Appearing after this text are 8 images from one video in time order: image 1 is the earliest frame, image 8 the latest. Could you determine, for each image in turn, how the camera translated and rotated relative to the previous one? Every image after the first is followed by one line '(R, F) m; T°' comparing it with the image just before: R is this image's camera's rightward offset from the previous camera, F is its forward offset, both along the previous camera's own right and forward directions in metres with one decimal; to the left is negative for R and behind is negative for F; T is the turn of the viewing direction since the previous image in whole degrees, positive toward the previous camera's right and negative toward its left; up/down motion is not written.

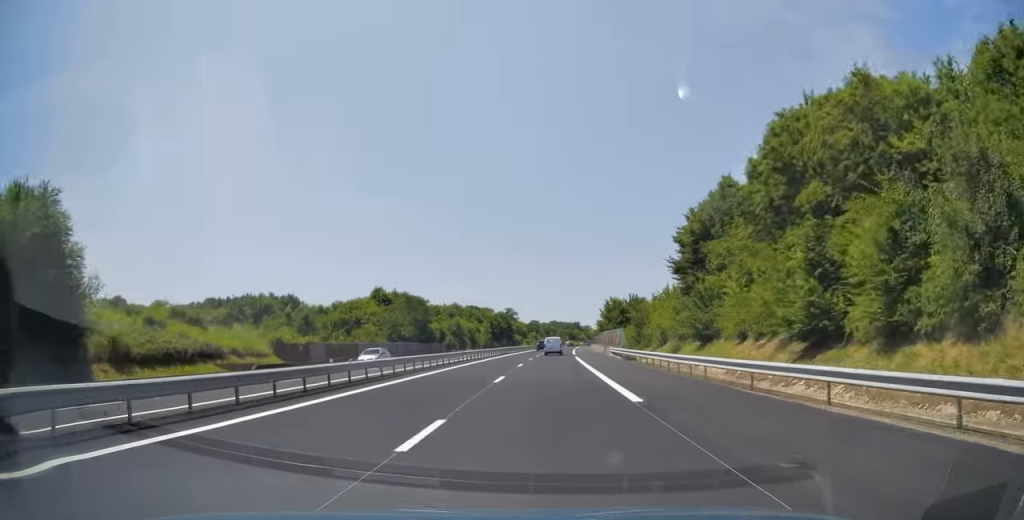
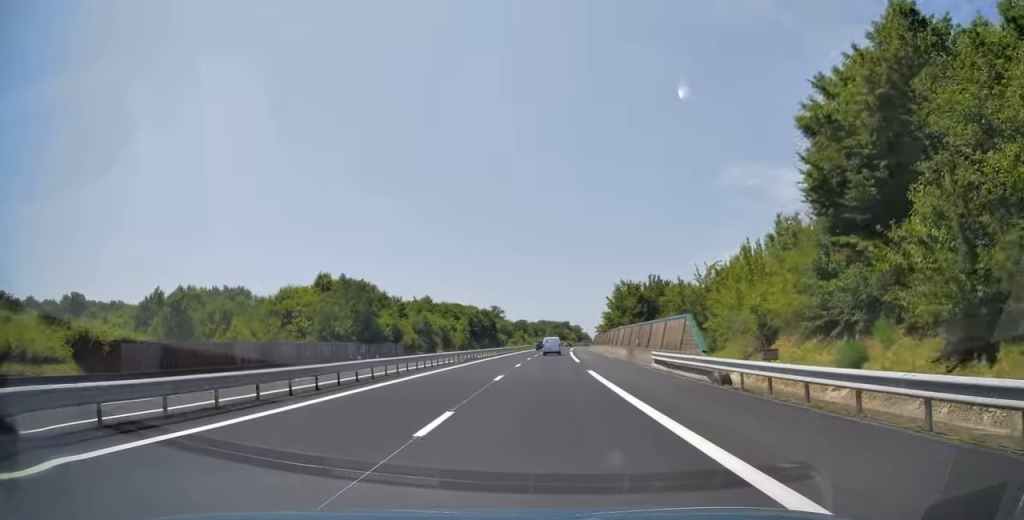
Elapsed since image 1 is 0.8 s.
(+0.1, +24.7) m; +1°
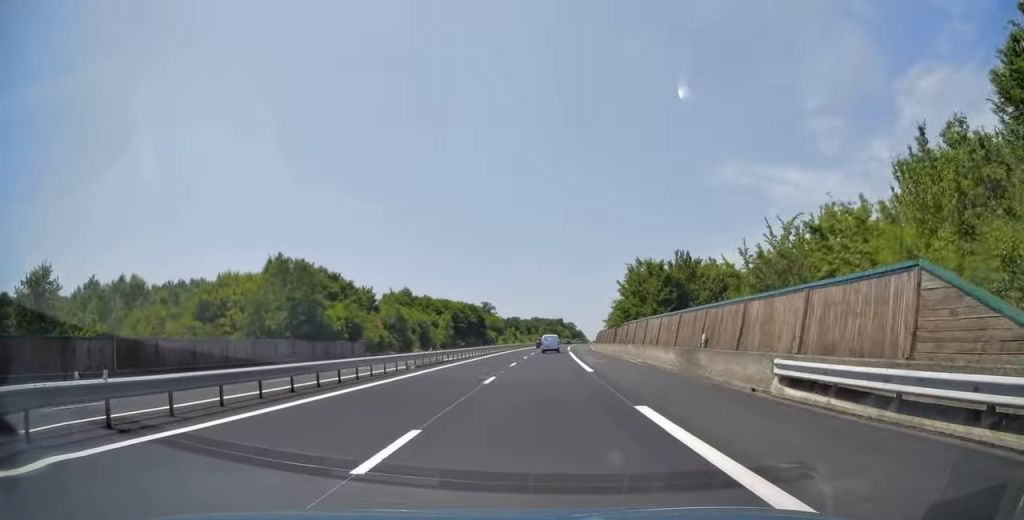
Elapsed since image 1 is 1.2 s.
(0.0, +15.6) m; +1°
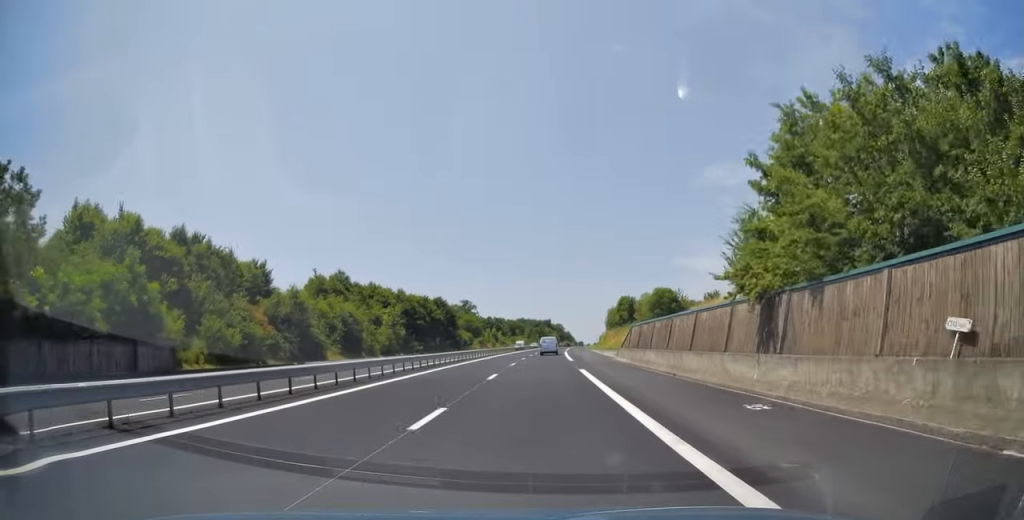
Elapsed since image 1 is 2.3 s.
(+0.8, +35.5) m; +1°
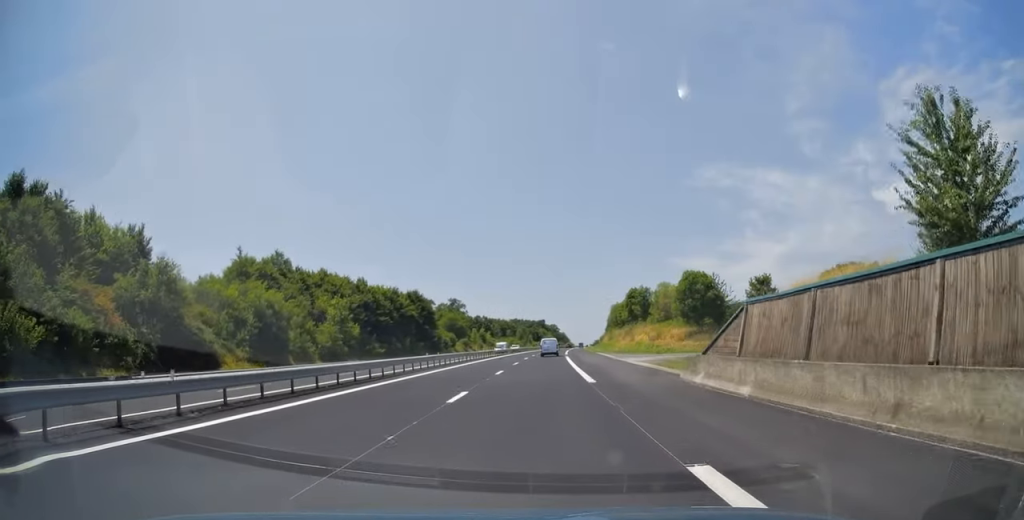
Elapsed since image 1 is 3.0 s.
(-0.1, +21.6) m; 0°
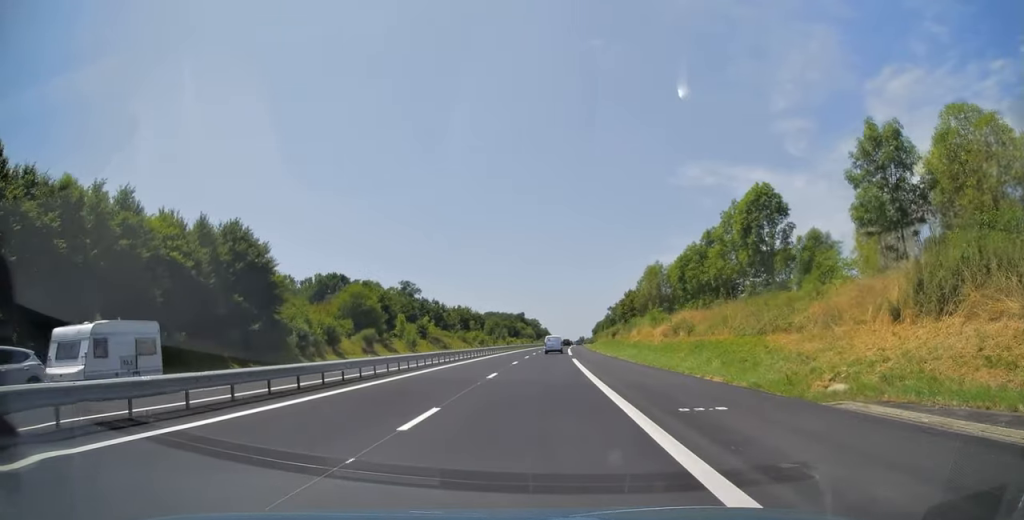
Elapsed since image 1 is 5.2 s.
(+1.5, +69.4) m; +2°
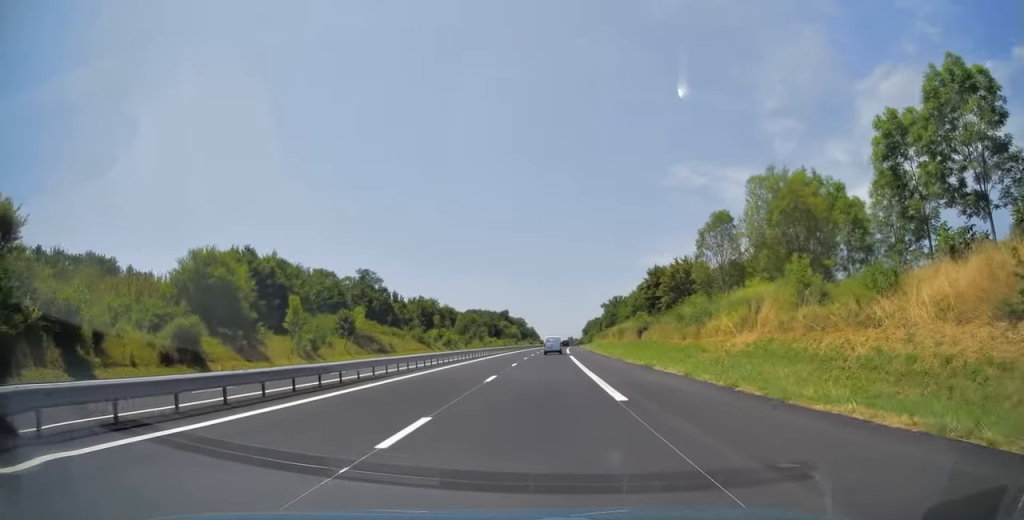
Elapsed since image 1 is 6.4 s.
(+0.2, +40.3) m; +1°
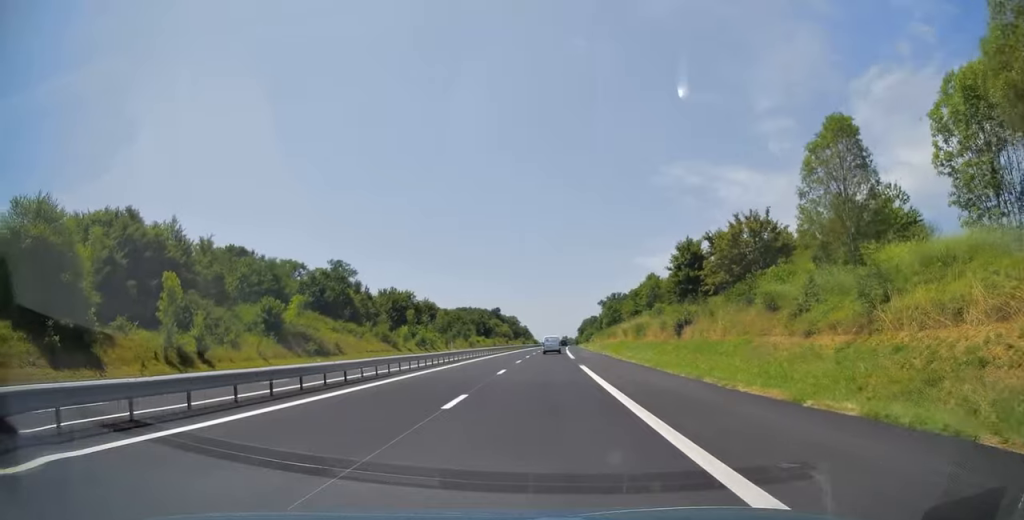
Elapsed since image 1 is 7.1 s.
(+0.3, +21.5) m; +1°
